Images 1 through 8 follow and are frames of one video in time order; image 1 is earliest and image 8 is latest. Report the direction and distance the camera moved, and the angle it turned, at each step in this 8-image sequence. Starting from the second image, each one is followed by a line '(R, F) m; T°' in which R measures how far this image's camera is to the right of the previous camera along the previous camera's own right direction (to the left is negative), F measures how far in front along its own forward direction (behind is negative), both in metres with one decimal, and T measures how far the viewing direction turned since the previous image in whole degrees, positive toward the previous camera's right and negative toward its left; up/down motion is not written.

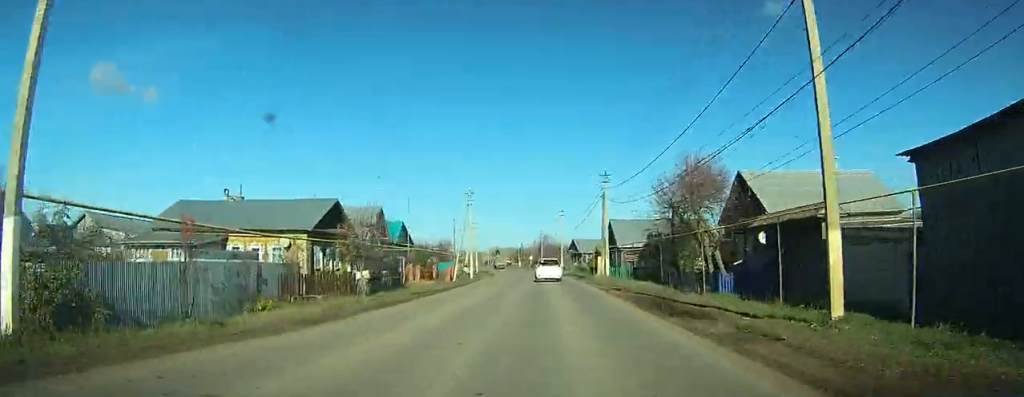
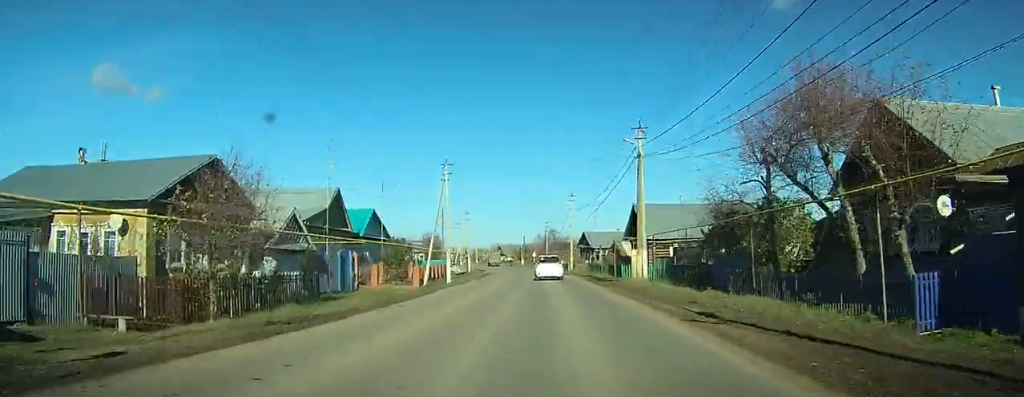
(-0.1, +15.2) m; -1°
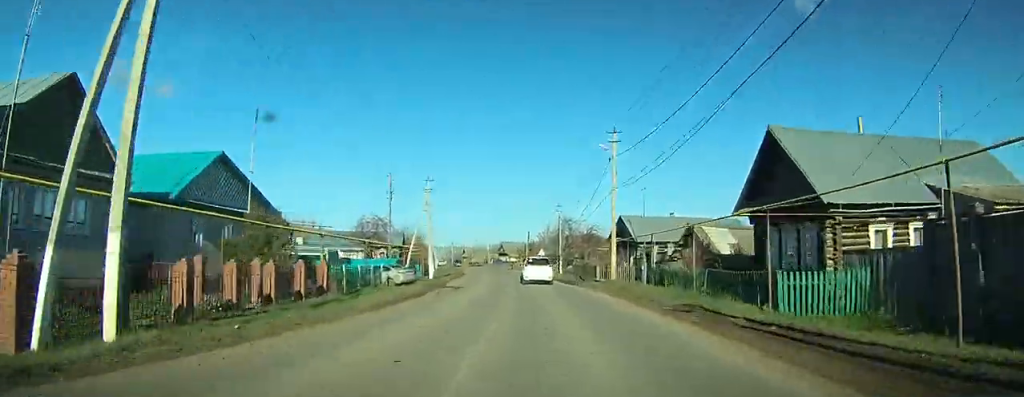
(-0.4, +31.2) m; -2°
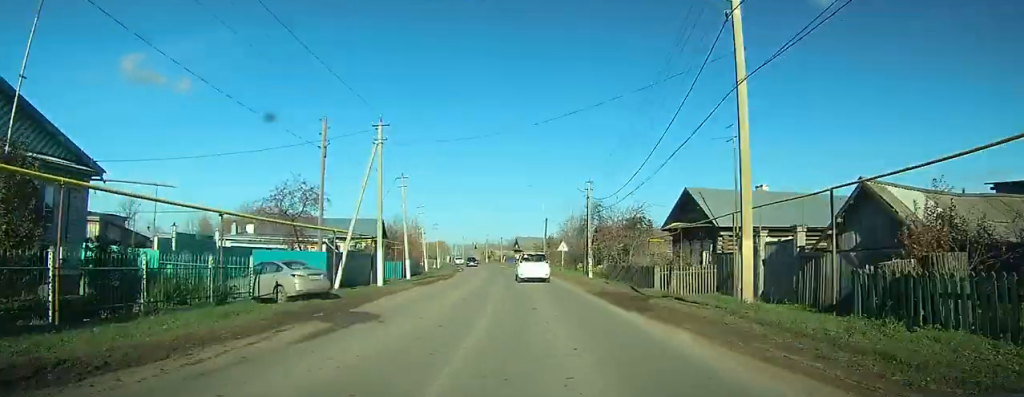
(-0.1, +17.7) m; -1°
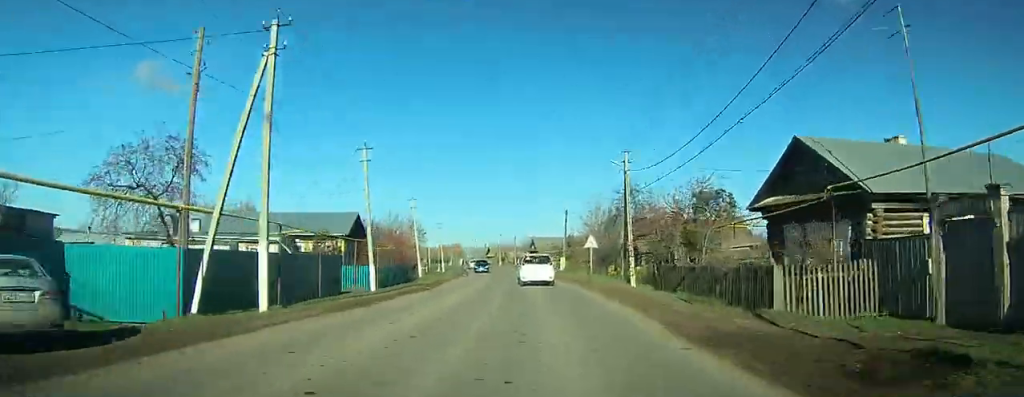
(-0.2, +12.7) m; -1°
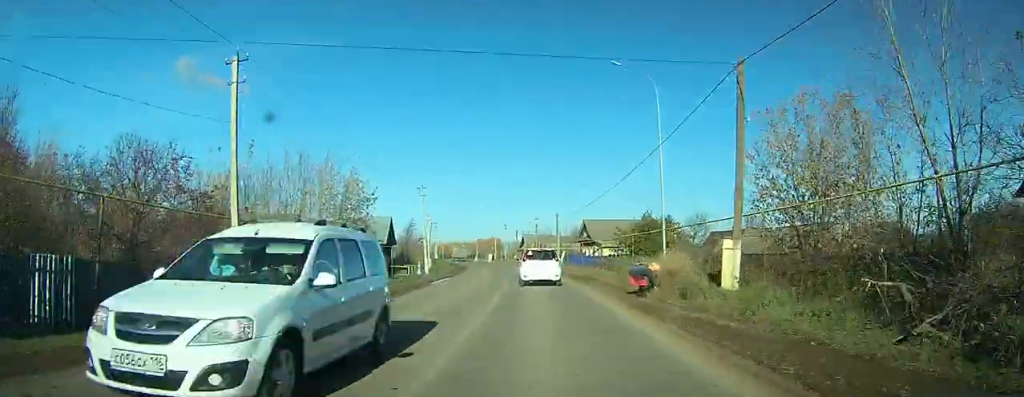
(-1.2, +39.7) m; -4°
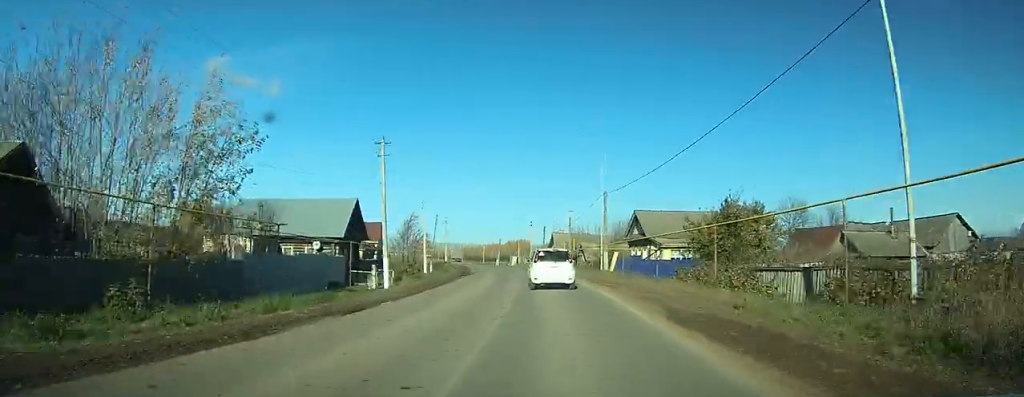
(-0.4, +20.8) m; -3°
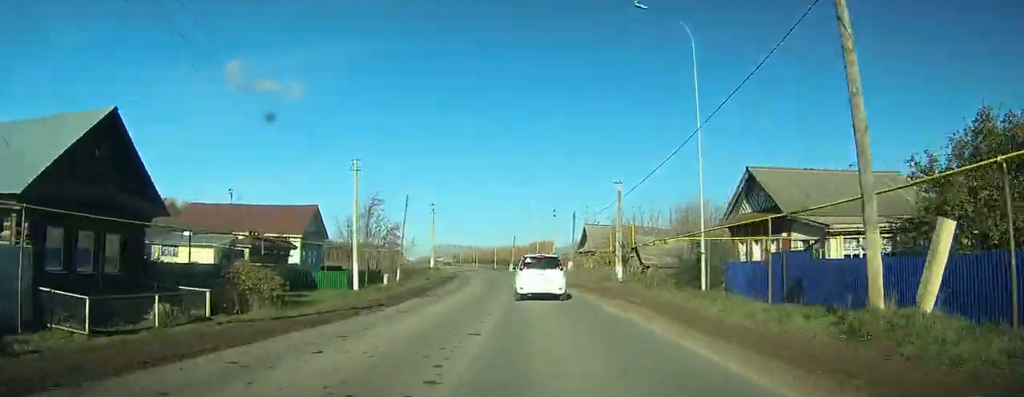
(-0.9, +28.7) m; -4°
